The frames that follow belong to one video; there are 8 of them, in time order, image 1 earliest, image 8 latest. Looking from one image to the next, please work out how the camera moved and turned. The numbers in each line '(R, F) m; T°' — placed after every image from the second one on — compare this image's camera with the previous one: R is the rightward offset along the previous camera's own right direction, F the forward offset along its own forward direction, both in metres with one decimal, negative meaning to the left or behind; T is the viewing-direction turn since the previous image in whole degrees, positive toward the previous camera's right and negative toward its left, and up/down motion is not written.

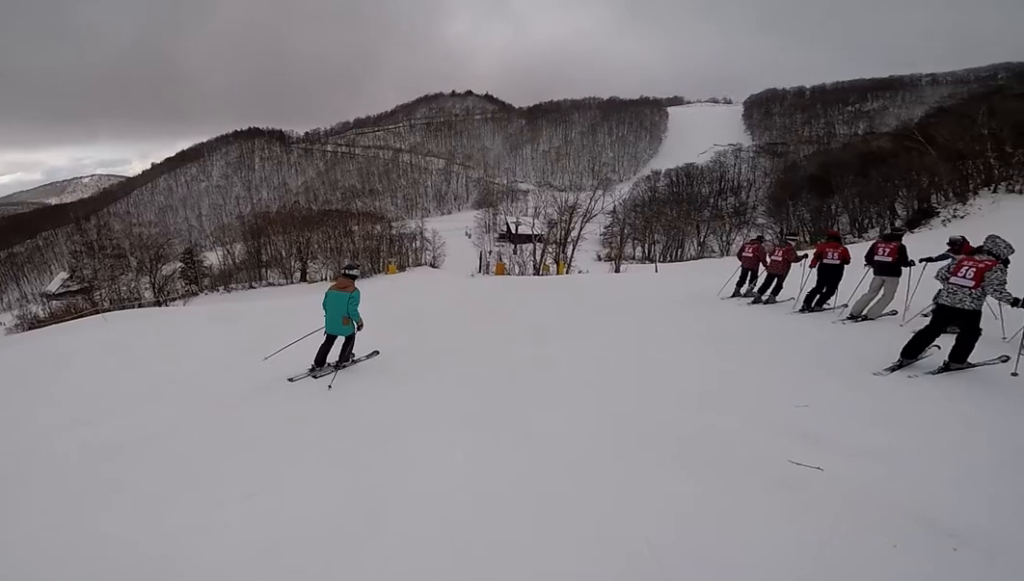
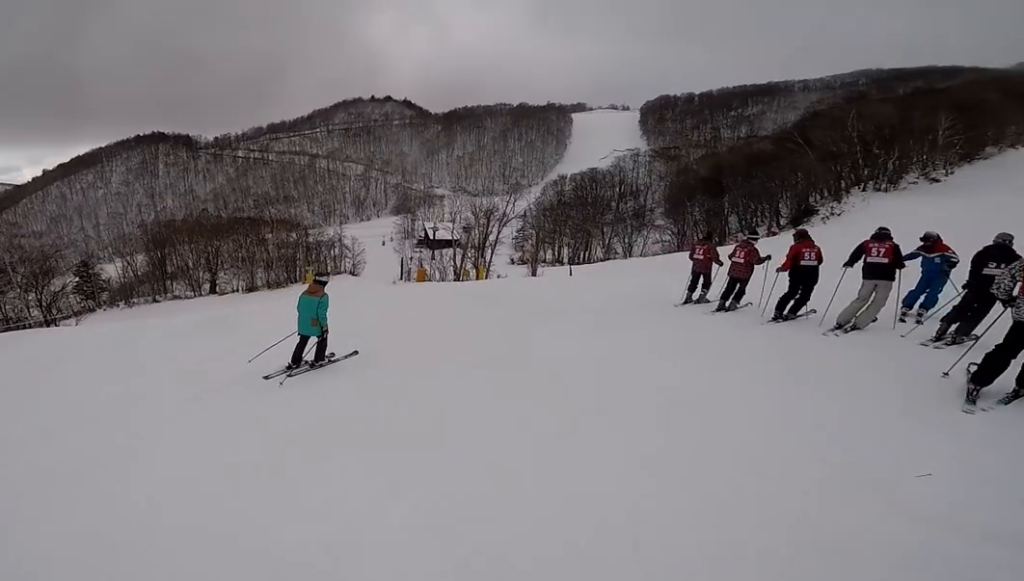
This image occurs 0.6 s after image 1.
(+0.2, +2.1) m; +3°
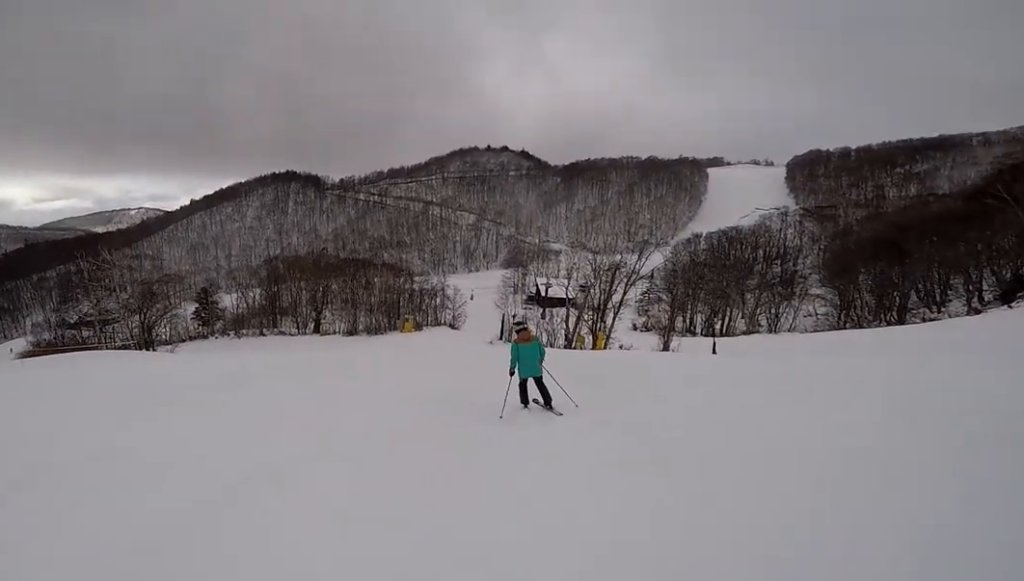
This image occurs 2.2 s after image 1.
(+0.2, +6.9) m; -18°
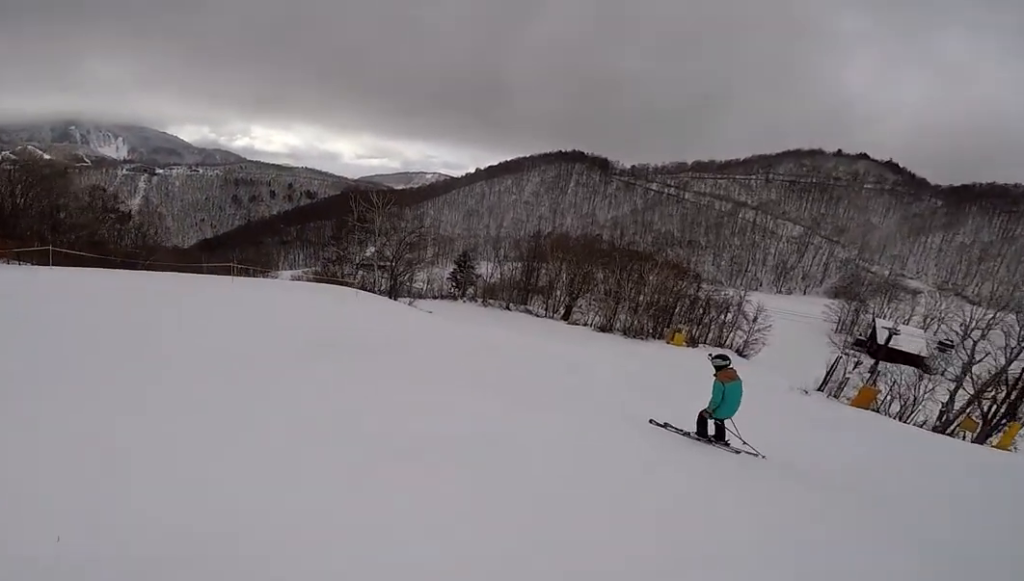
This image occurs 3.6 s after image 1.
(-2.8, +5.5) m; -36°
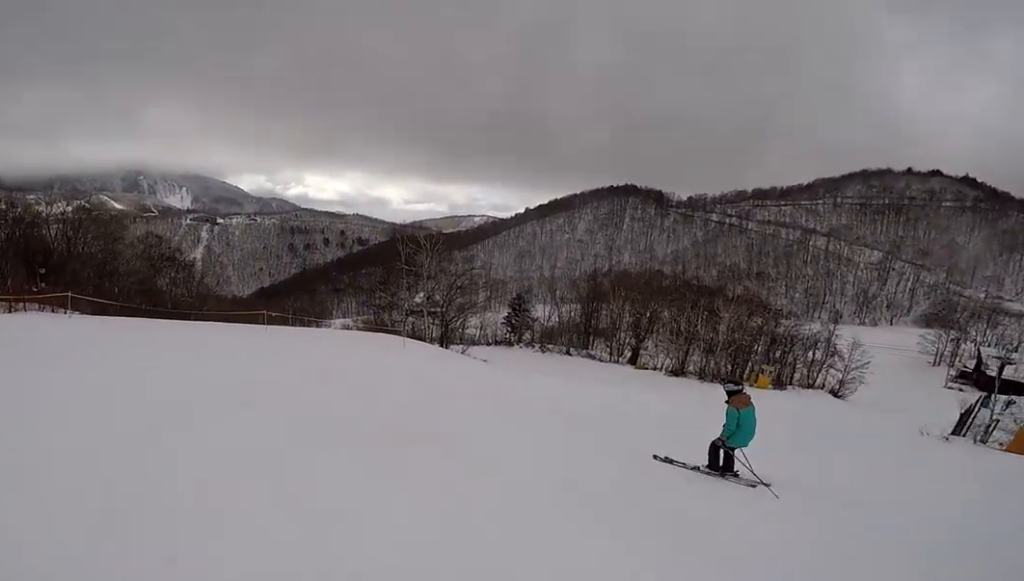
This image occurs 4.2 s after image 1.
(-1.0, +2.7) m; +2°
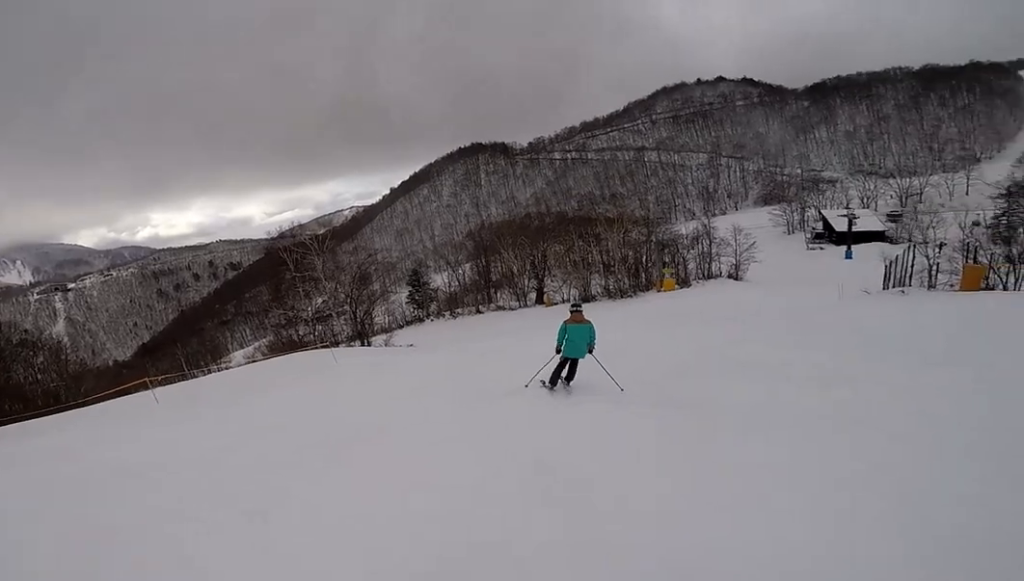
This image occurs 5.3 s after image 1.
(+2.1, +4.8) m; +39°
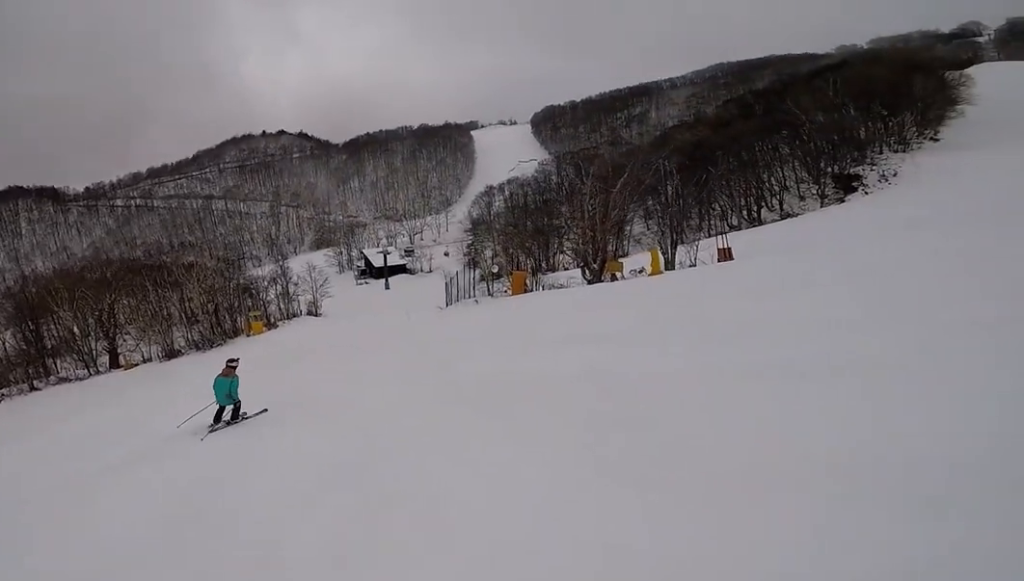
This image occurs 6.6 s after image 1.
(+2.4, +6.0) m; +33°
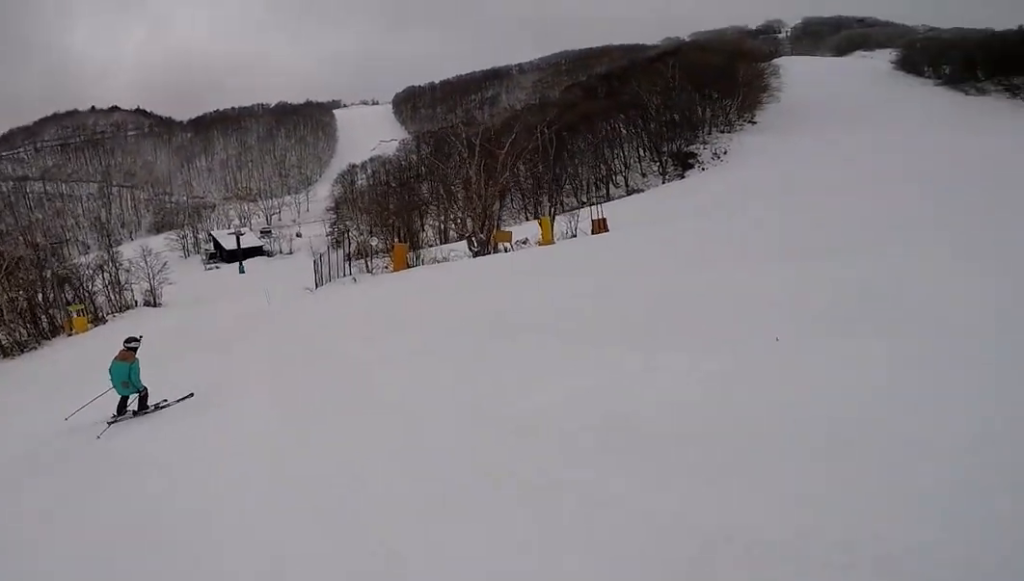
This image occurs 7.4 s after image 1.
(+0.7, +4.2) m; +1°
